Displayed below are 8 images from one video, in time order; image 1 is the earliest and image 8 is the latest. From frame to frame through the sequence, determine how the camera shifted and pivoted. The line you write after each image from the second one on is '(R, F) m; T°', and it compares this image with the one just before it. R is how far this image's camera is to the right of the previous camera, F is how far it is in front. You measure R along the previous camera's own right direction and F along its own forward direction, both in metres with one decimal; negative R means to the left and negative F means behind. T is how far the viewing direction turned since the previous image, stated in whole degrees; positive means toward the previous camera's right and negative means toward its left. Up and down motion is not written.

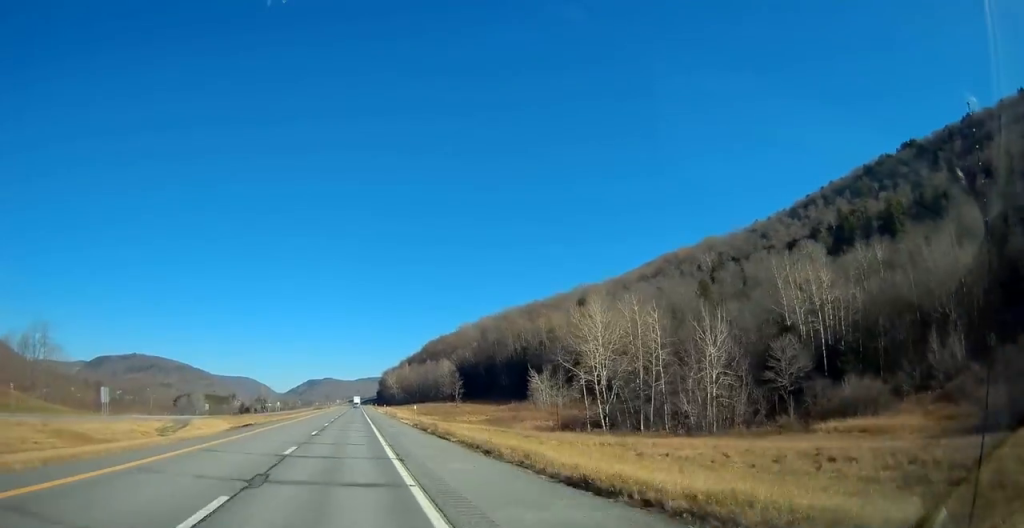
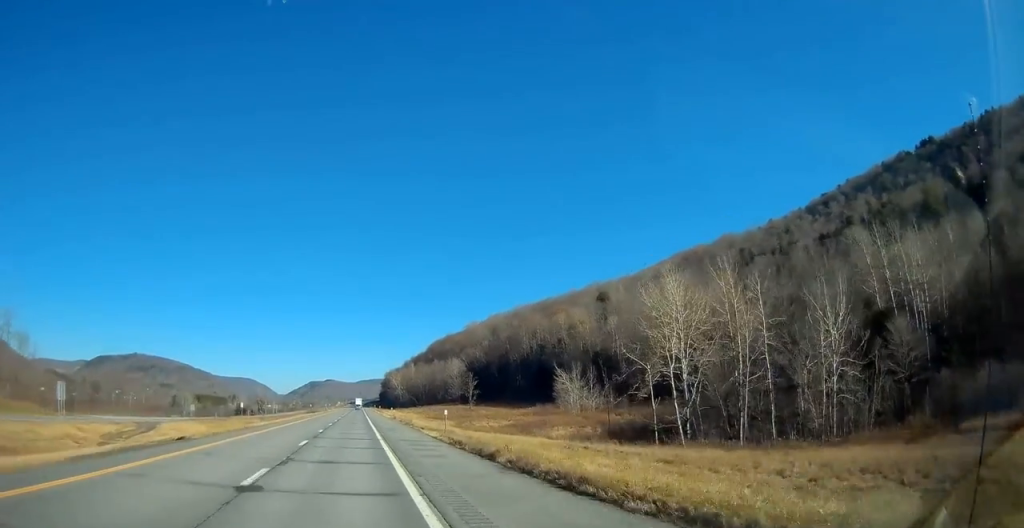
(0.0, +19.2) m; 0°
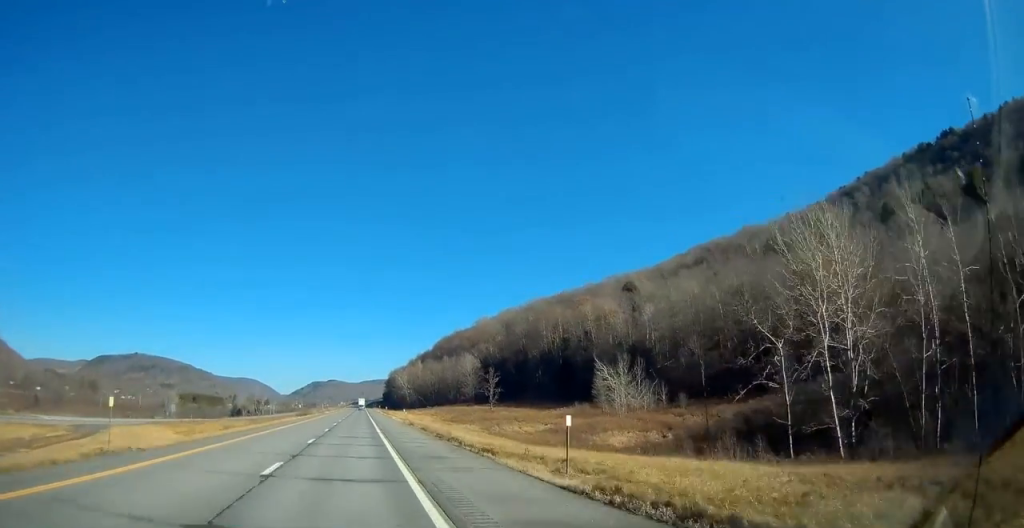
(-0.2, +22.3) m; 0°
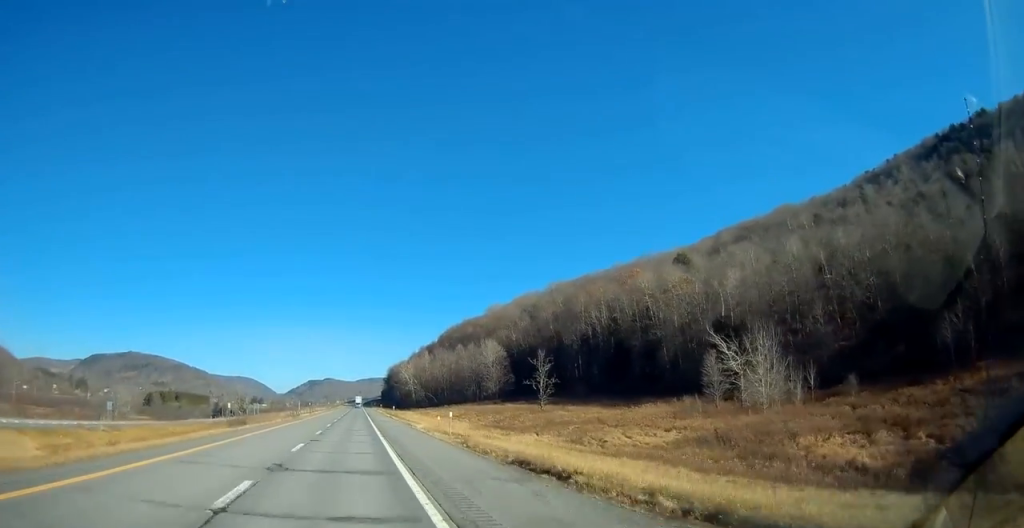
(+0.2, +41.4) m; 0°
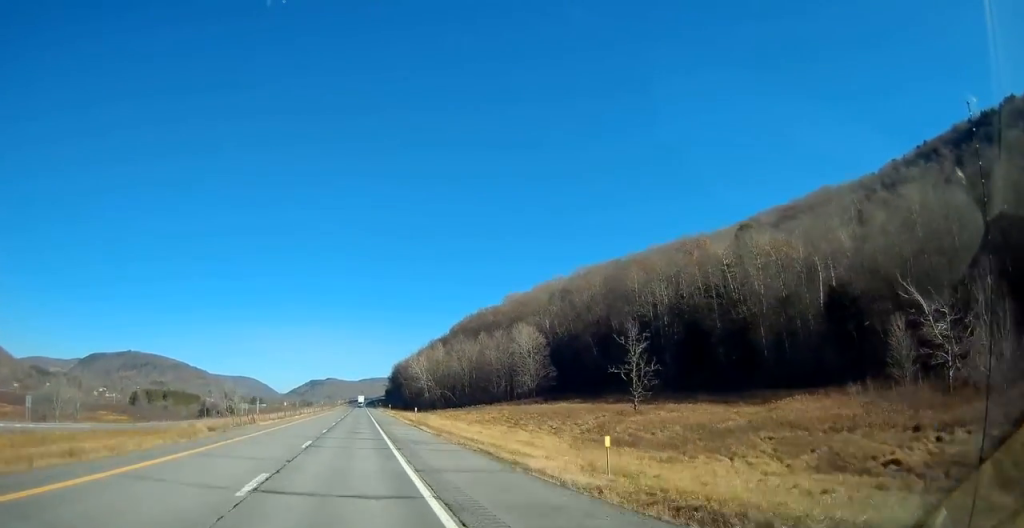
(-0.1, +34.3) m; 0°
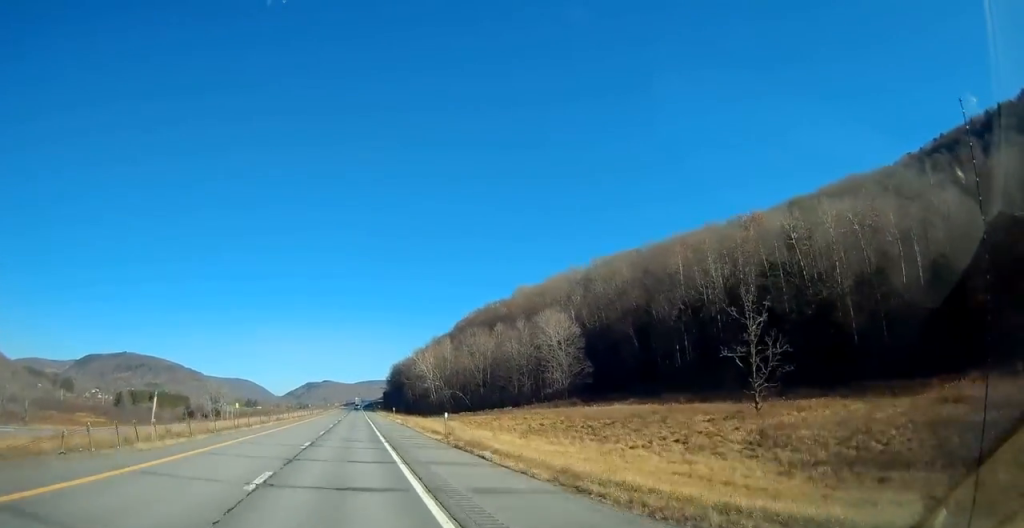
(+0.1, +23.2) m; 0°
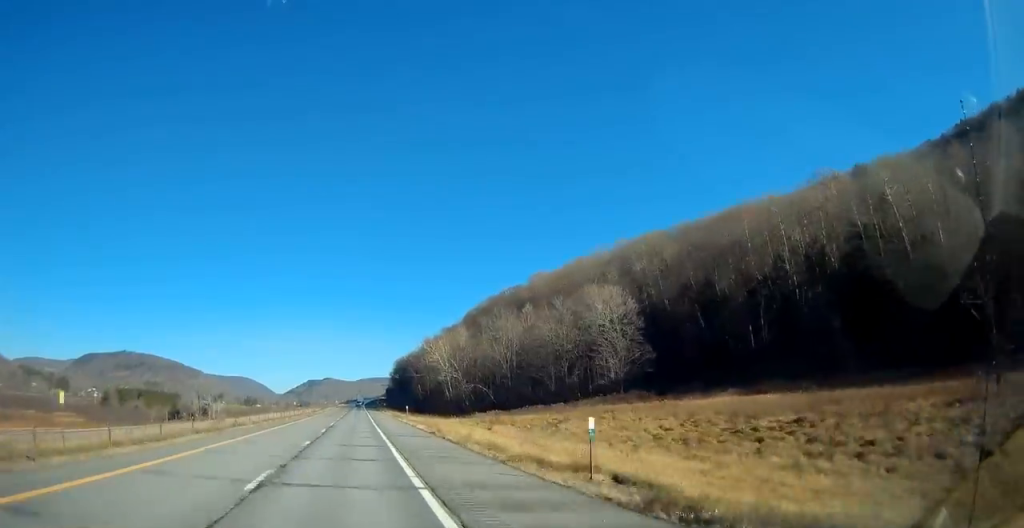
(-0.2, +24.3) m; 0°
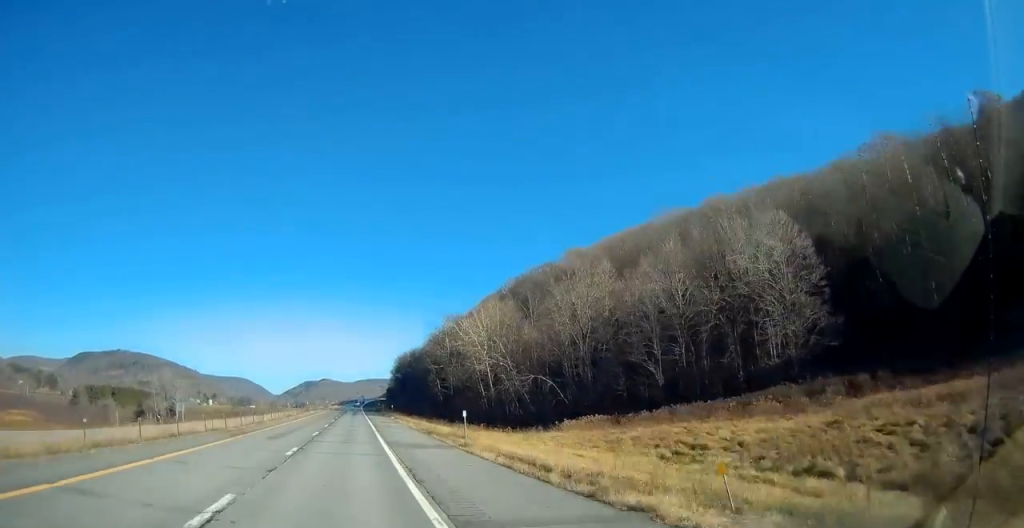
(+0.3, +40.4) m; 0°
